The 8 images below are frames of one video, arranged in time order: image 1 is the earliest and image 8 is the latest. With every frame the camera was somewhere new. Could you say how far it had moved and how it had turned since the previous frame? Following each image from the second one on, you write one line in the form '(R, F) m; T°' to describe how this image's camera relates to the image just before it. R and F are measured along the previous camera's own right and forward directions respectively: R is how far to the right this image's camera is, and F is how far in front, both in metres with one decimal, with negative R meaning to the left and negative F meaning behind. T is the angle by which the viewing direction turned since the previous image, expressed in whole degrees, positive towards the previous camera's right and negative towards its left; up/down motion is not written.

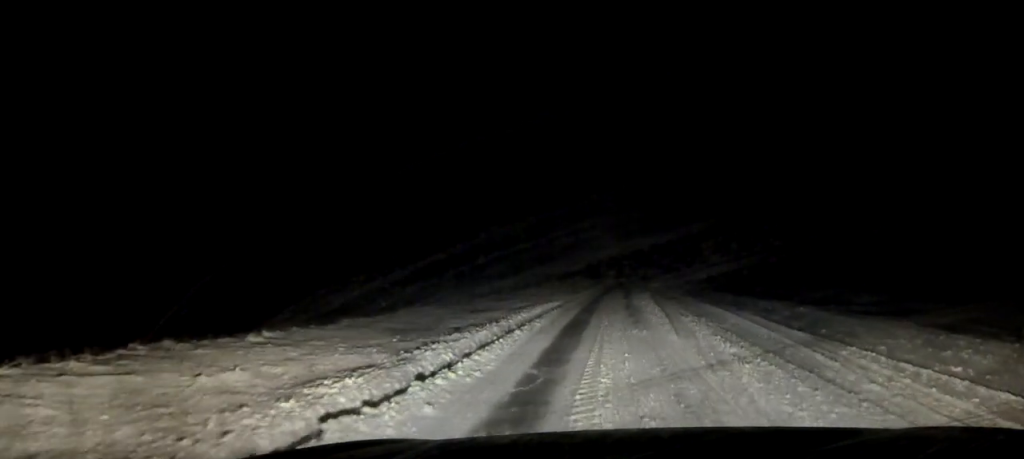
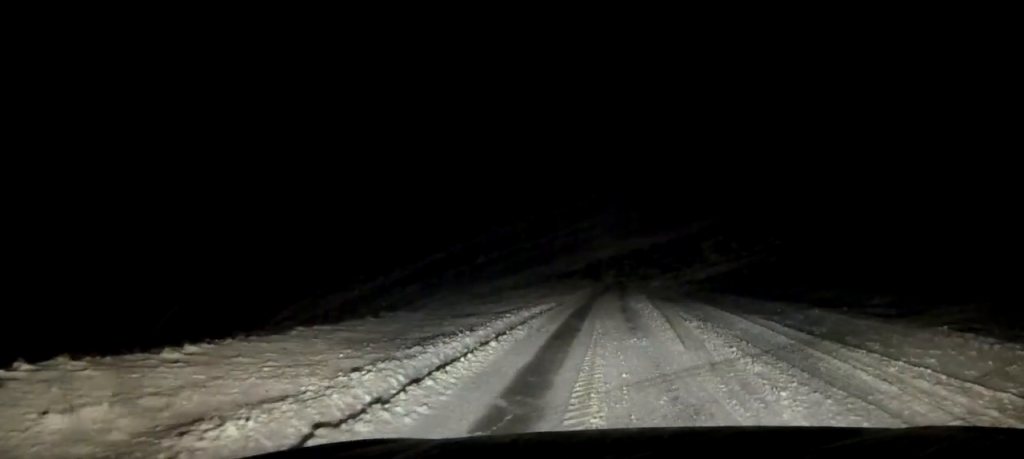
(0.0, +2.5) m; -1°
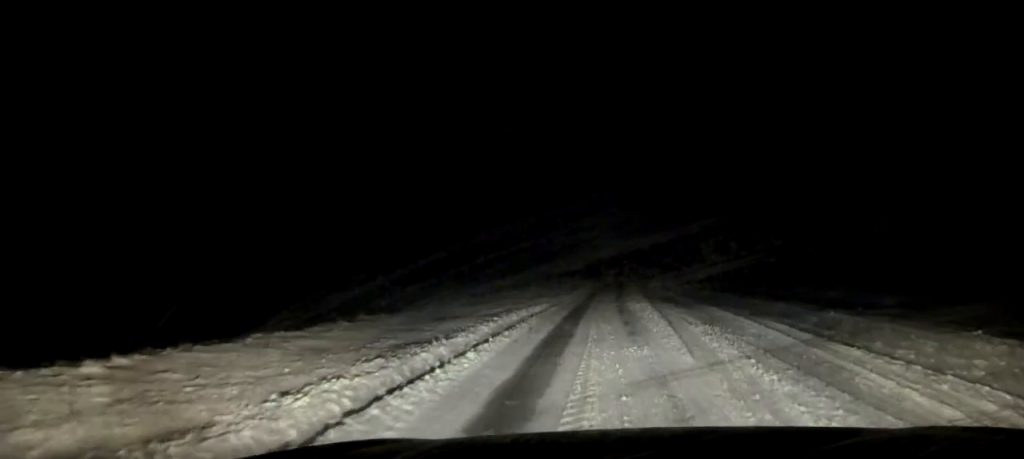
(0.0, +1.7) m; 0°
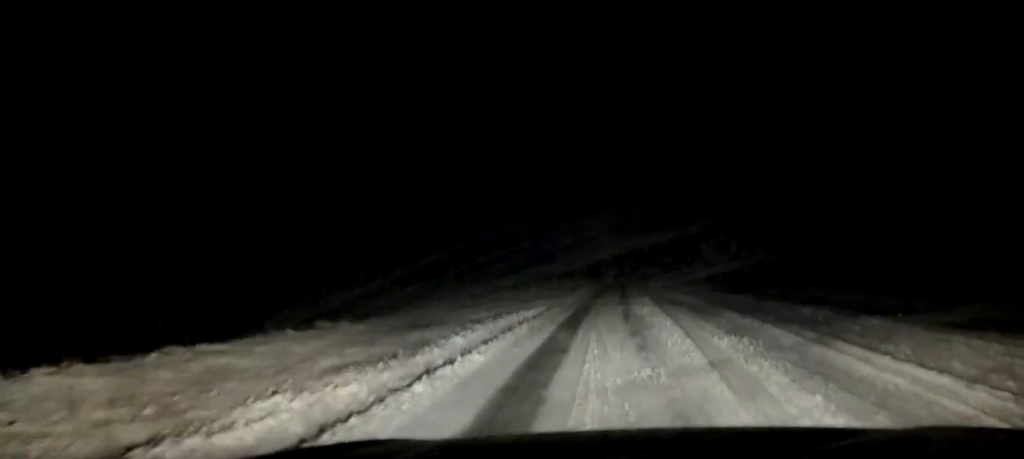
(0.0, +3.0) m; 0°
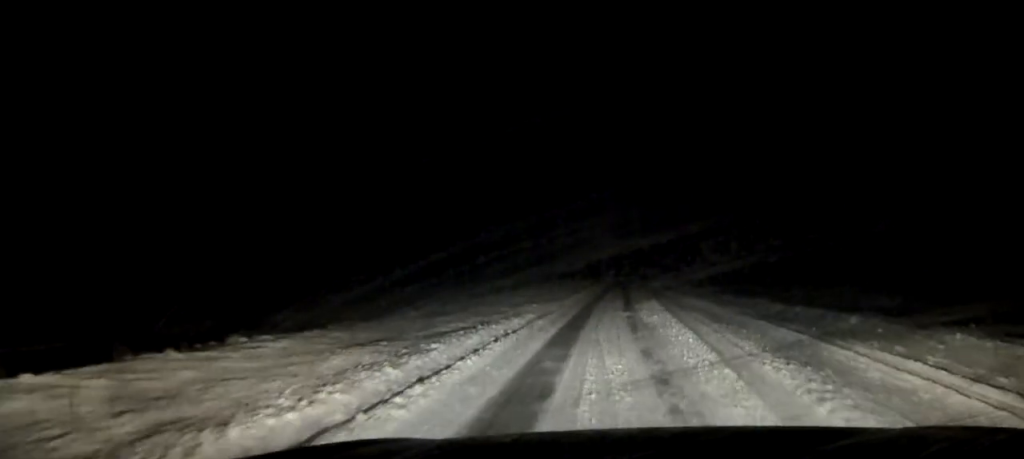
(0.0, +4.0) m; 0°
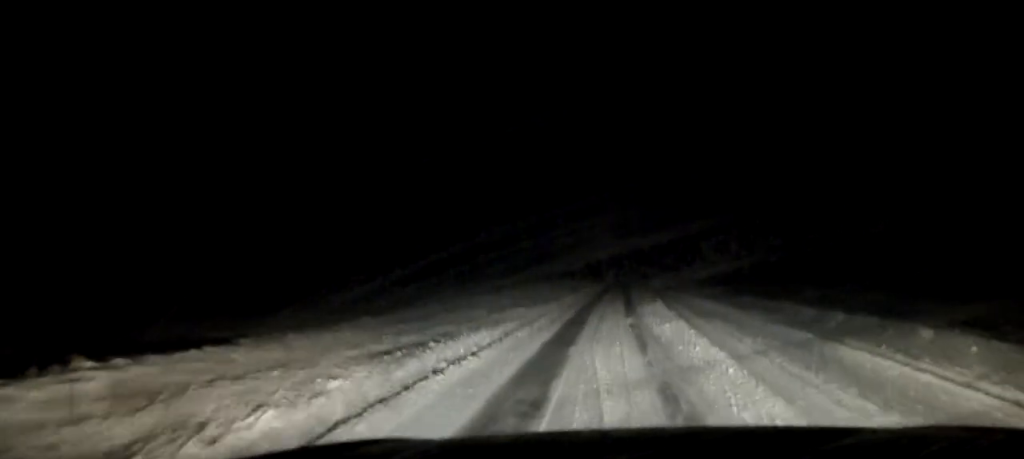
(0.0, +4.2) m; 0°
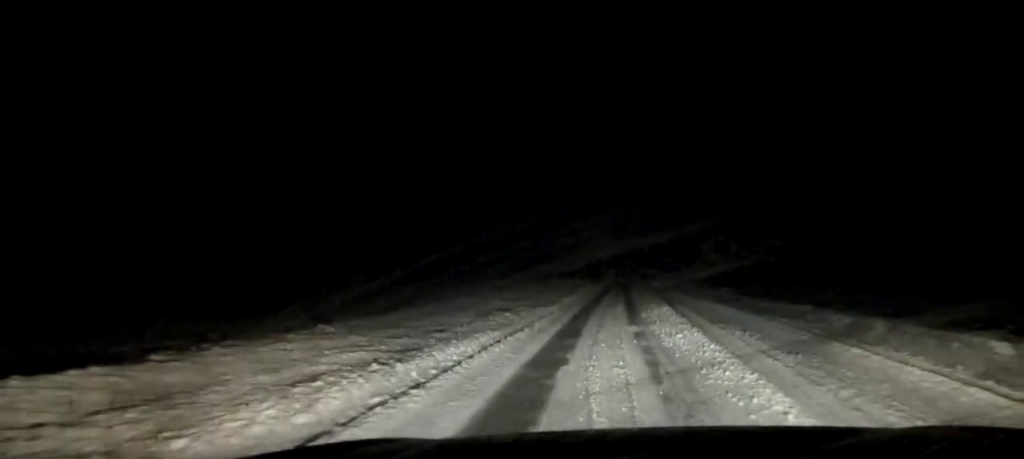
(0.0, +2.8) m; 0°
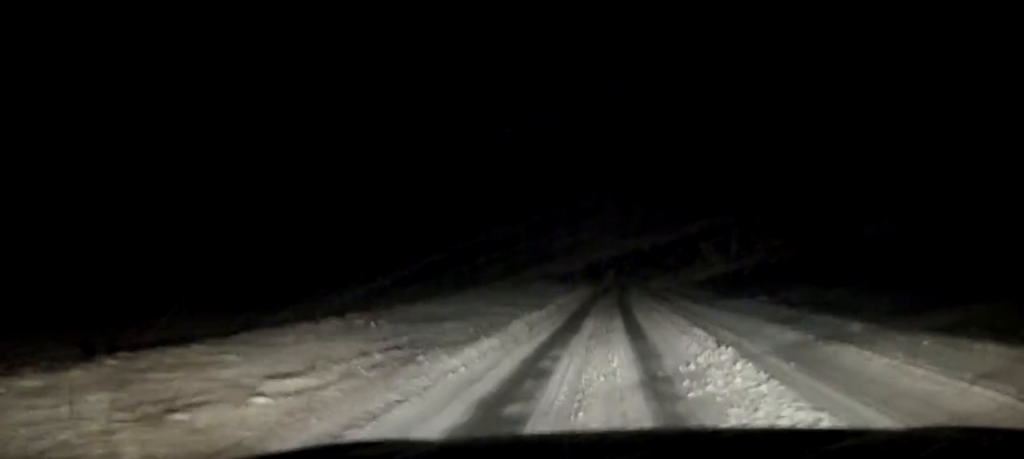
(+0.2, +14.4) m; +1°
